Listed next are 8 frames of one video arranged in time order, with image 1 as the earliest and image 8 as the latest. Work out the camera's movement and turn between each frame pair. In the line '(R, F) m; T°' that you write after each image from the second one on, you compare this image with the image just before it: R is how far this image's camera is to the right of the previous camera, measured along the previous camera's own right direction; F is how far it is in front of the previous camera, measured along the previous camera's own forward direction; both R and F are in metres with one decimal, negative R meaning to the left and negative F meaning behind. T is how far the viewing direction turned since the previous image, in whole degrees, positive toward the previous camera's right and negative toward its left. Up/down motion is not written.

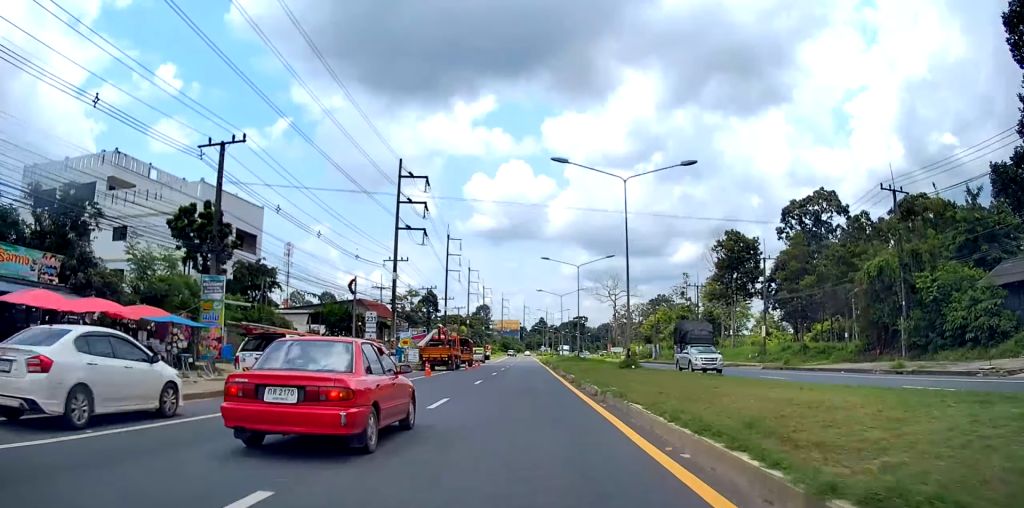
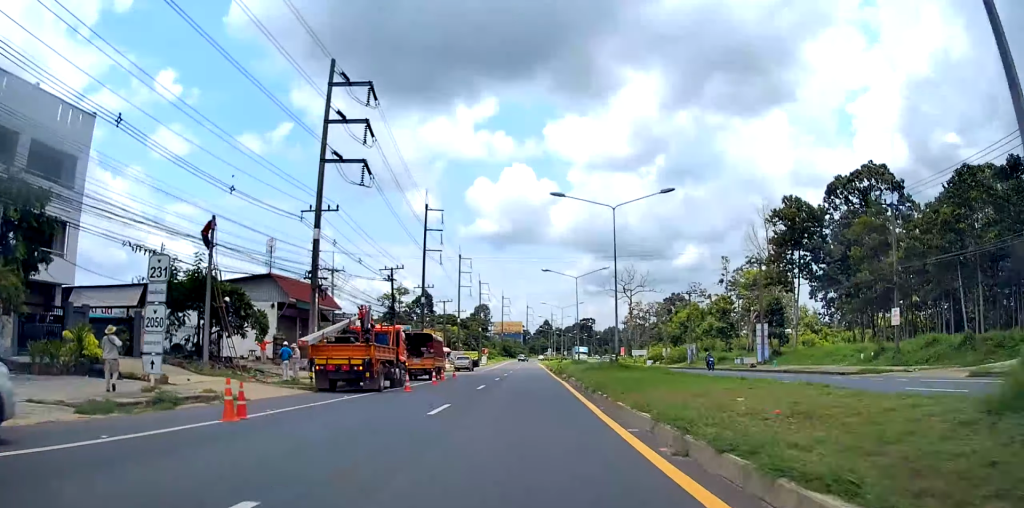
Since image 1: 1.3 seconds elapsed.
(+0.3, +24.3) m; +1°
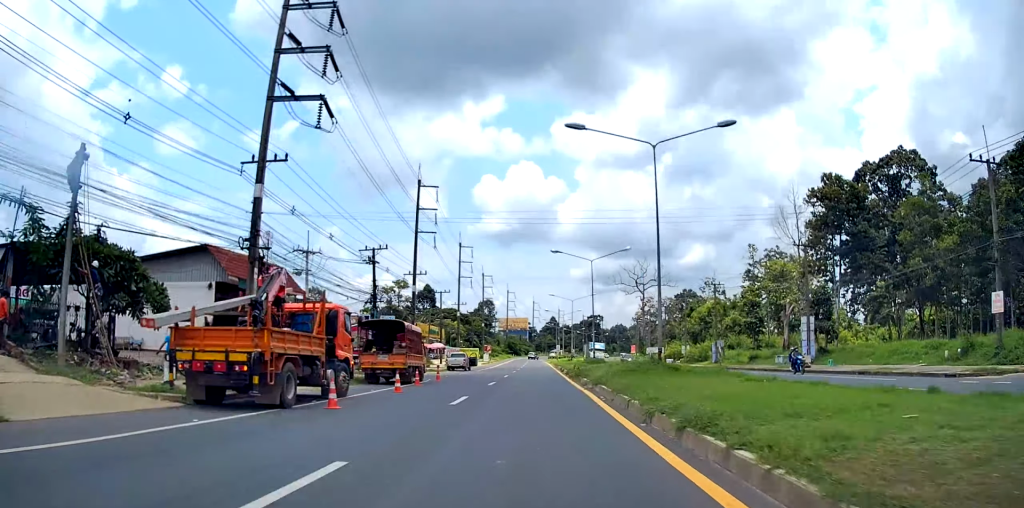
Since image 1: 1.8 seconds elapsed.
(0.0, +10.5) m; 0°
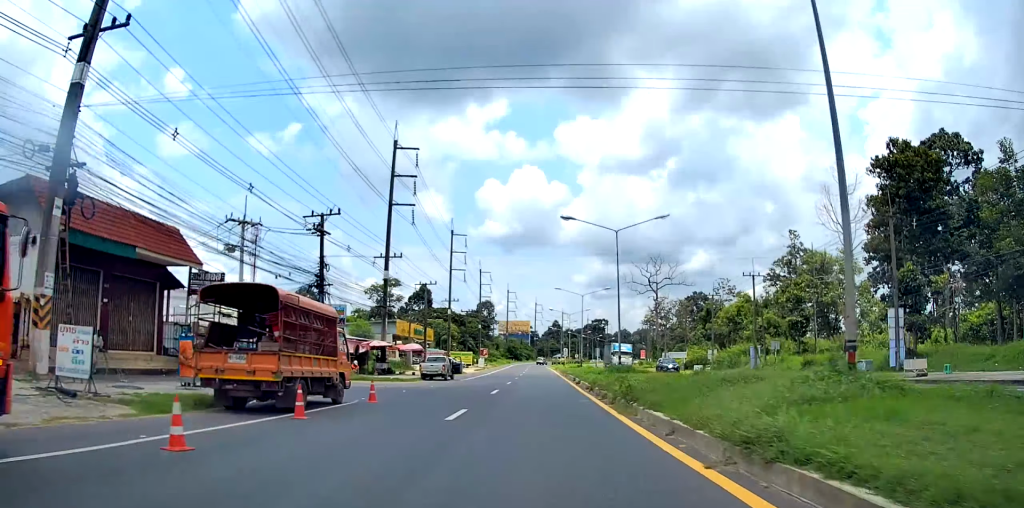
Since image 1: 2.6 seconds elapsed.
(+0.1, +14.3) m; -1°
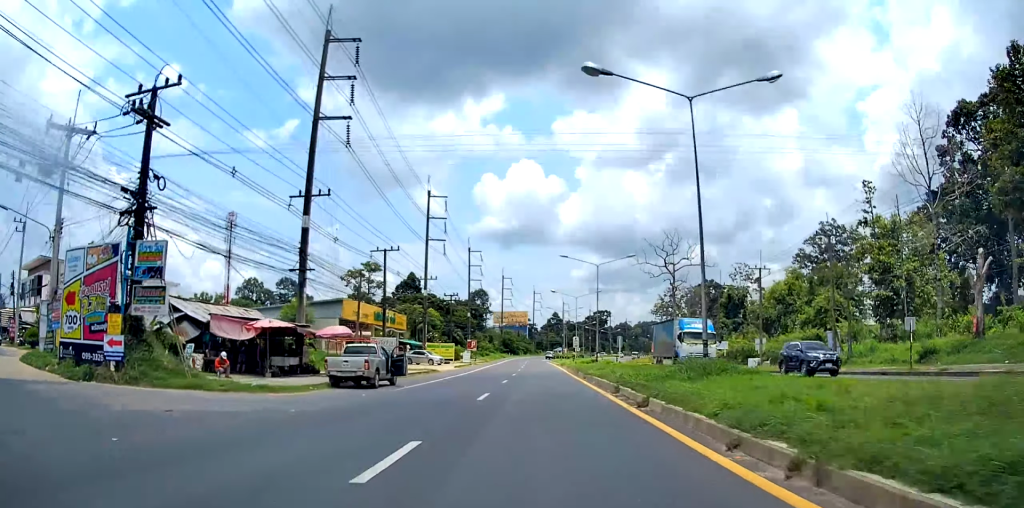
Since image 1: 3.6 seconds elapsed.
(-0.4, +20.3) m; -1°
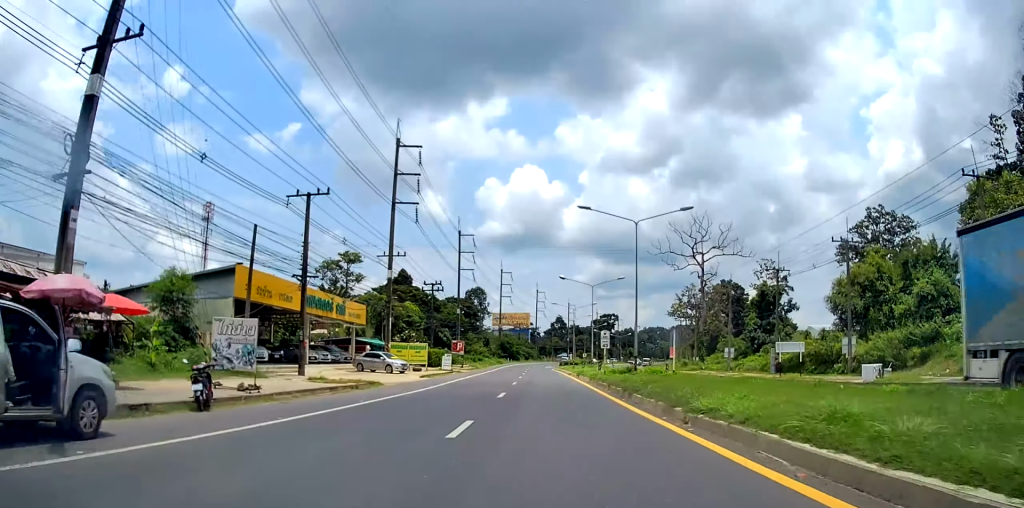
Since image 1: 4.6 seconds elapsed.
(0.0, +19.4) m; +1°
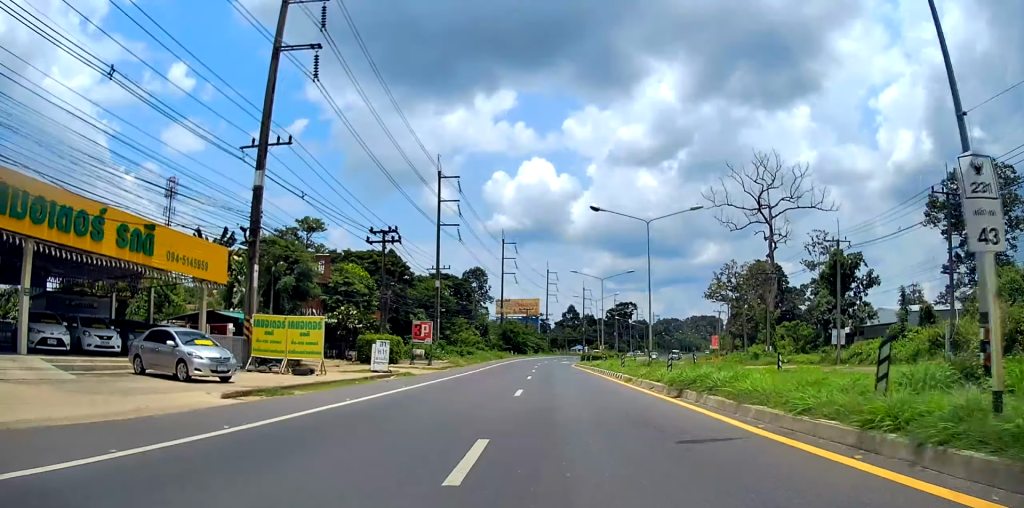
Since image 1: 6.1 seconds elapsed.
(+0.5, +29.0) m; +1°
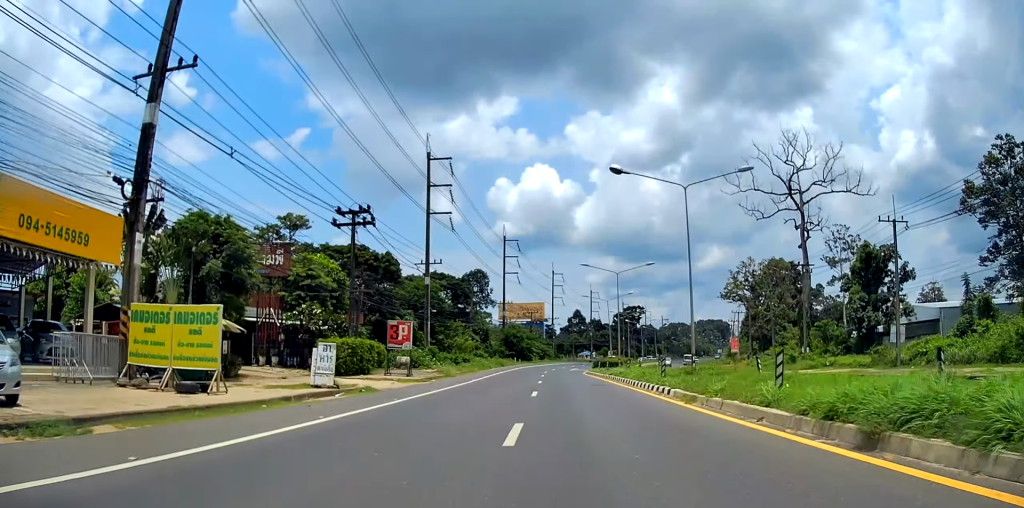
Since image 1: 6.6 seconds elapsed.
(-0.1, +9.2) m; -1°
